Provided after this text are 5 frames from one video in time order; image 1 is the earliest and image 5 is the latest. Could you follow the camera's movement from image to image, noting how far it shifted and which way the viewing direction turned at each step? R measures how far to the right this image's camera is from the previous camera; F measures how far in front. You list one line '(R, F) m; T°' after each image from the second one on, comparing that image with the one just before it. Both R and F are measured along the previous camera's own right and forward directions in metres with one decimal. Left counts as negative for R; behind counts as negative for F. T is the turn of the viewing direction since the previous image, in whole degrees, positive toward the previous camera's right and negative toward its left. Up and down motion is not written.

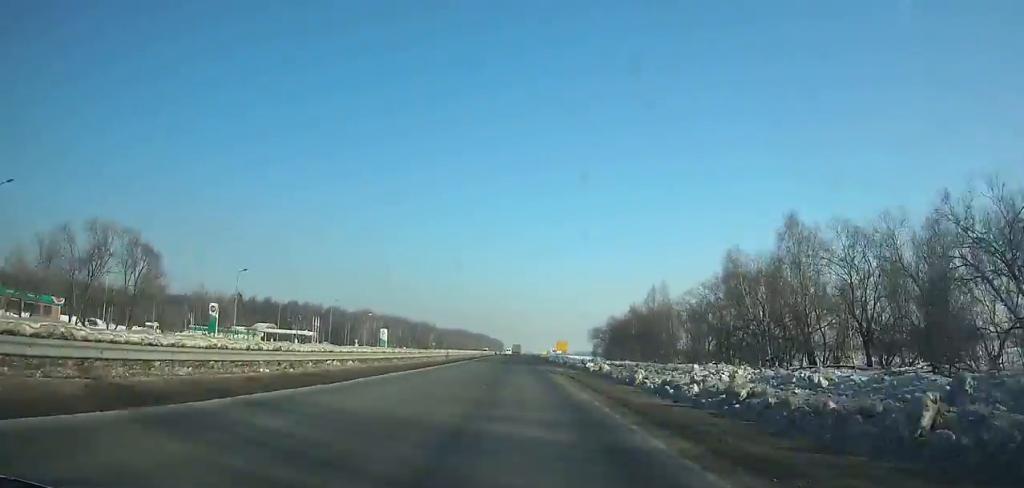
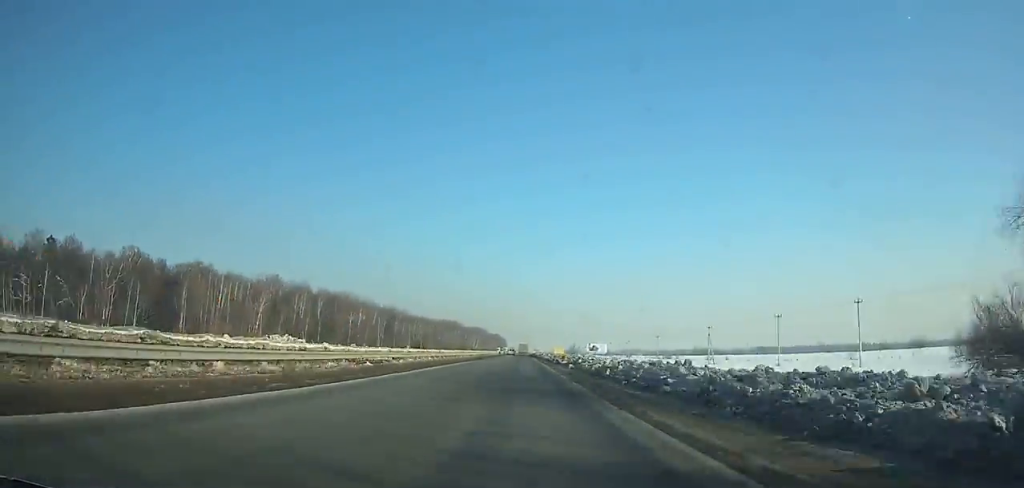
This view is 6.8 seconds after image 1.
(-1.0, +158.8) m; 0°
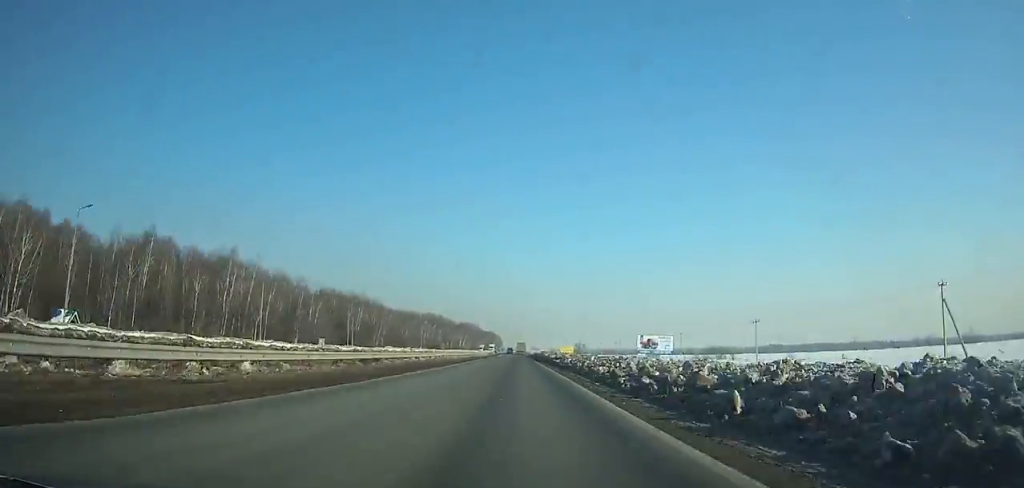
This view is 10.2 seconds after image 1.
(0.0, +79.4) m; 0°
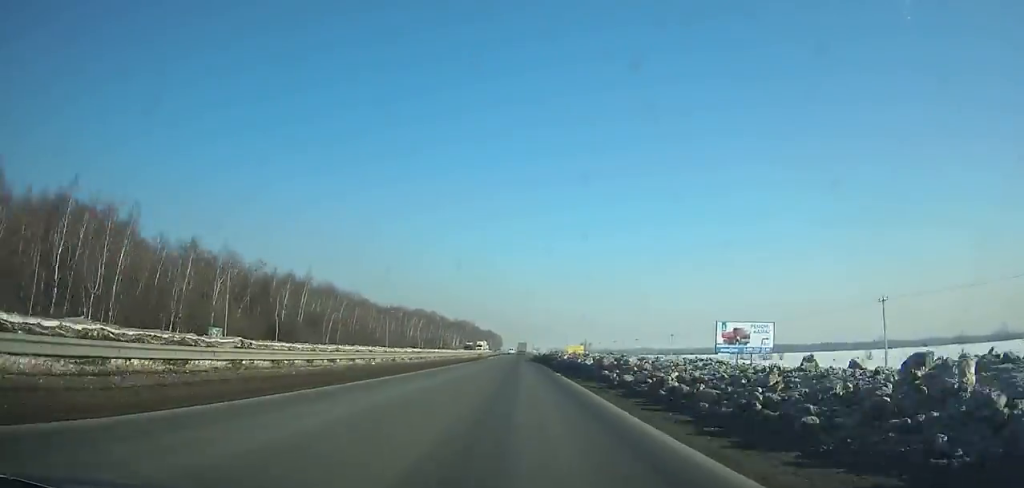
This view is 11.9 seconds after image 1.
(-0.1, +40.1) m; 0°
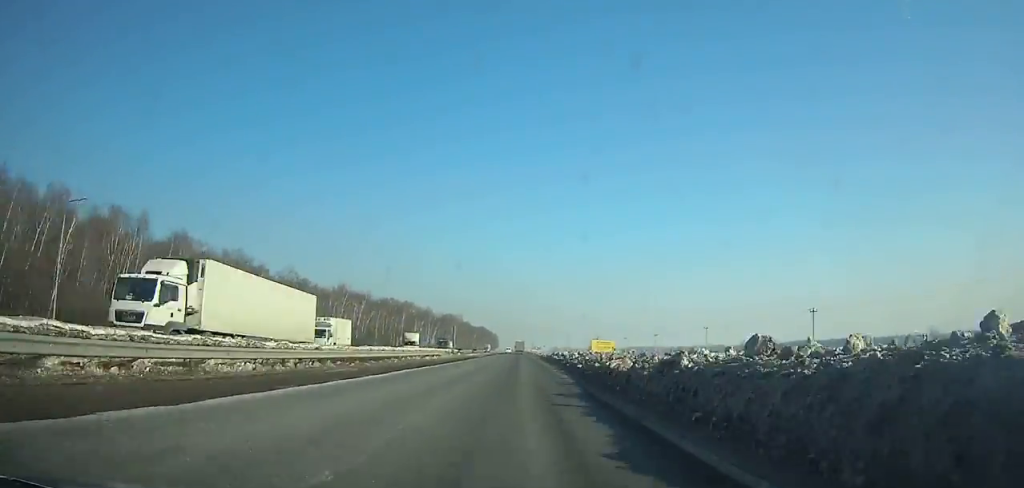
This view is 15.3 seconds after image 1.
(+0.3, +81.6) m; 0°
